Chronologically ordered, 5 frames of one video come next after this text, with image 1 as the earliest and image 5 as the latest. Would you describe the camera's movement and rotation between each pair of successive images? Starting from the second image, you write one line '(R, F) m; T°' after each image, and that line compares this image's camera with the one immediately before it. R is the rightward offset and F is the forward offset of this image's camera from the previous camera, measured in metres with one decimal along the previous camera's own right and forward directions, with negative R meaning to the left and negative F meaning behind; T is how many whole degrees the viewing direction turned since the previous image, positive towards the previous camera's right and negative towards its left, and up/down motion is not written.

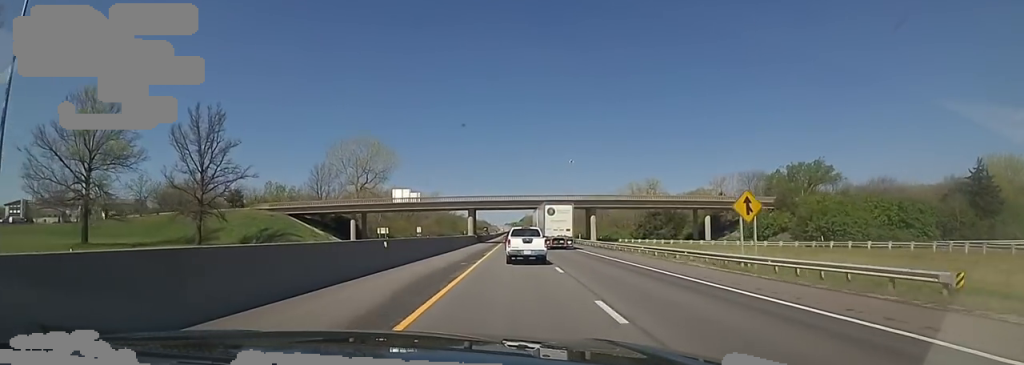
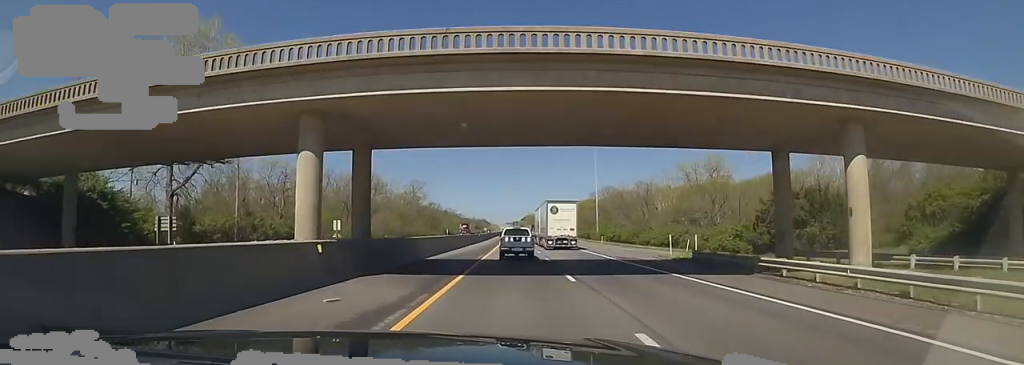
(0.0, +52.1) m; 0°
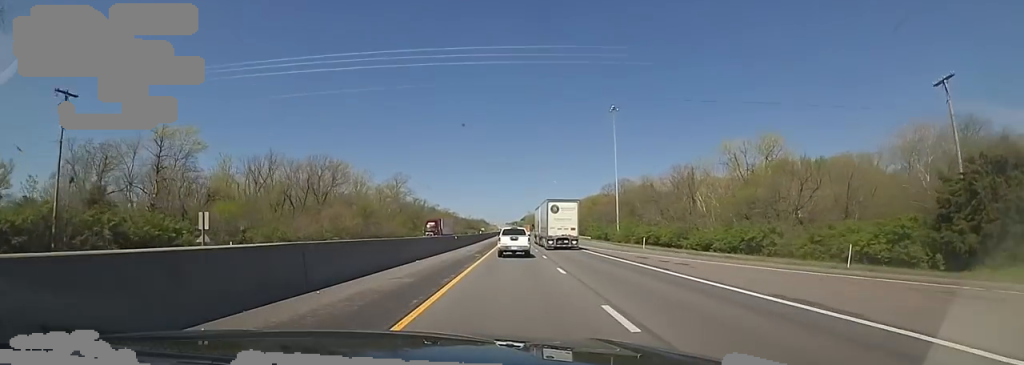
(0.0, +26.6) m; 0°
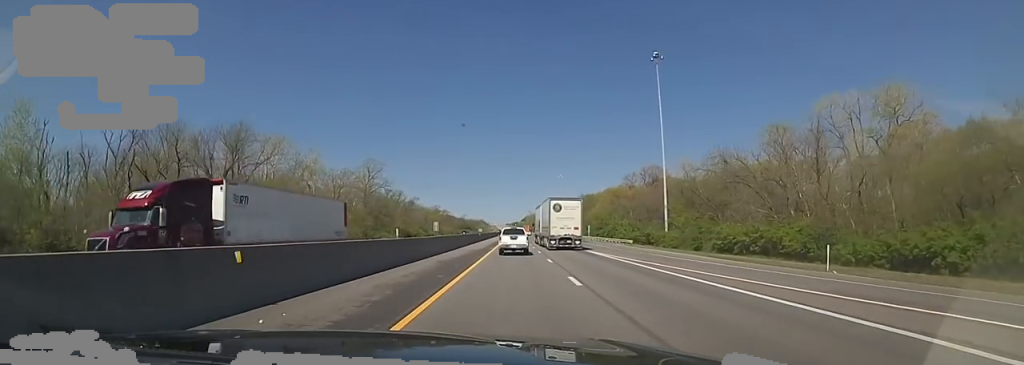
(0.0, +33.0) m; 0°
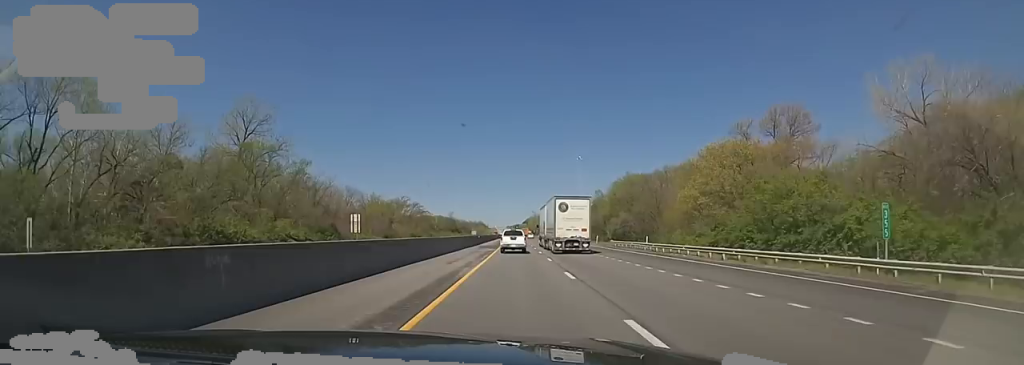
(0.0, +66.3) m; -1°
